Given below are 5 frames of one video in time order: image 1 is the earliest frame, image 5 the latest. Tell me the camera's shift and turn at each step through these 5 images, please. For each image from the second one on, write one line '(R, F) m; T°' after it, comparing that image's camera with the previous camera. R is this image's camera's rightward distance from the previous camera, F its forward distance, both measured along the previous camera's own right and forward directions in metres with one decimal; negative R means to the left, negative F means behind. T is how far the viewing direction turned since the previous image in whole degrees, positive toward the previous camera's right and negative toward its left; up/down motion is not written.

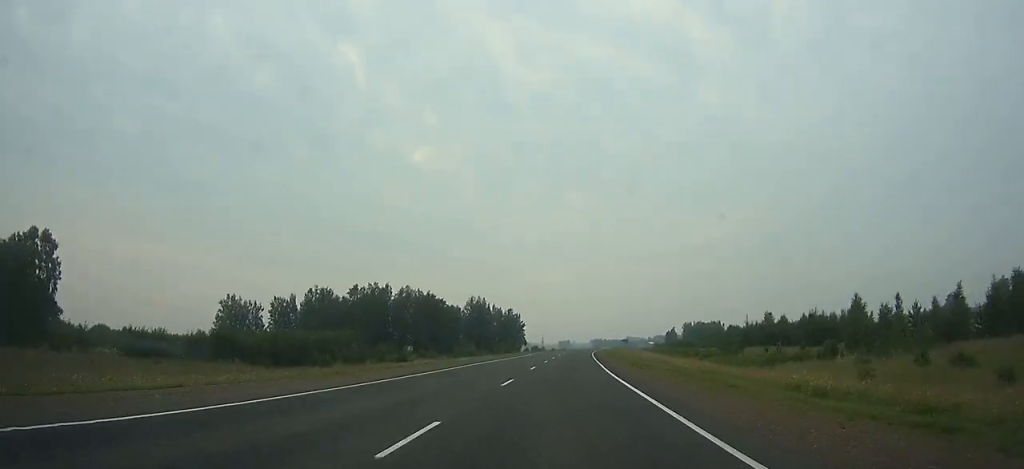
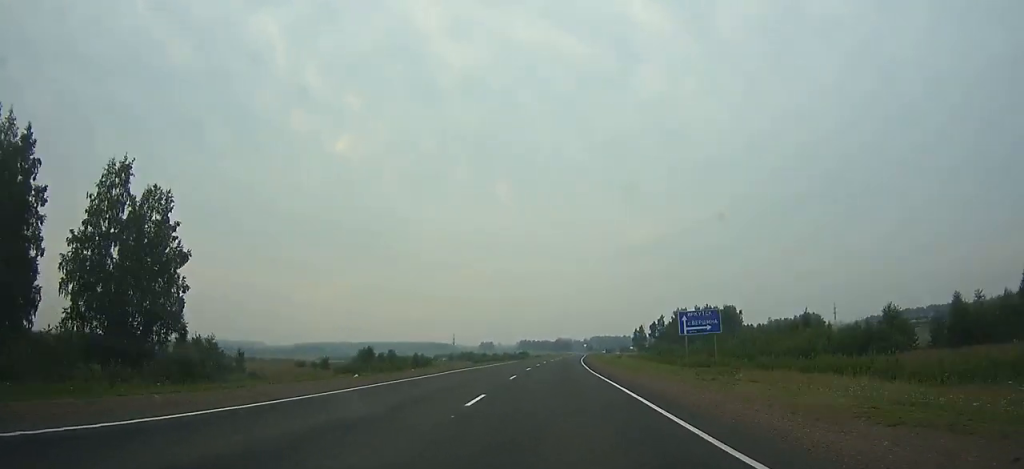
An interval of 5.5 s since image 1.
(+11.5, +167.9) m; +7°
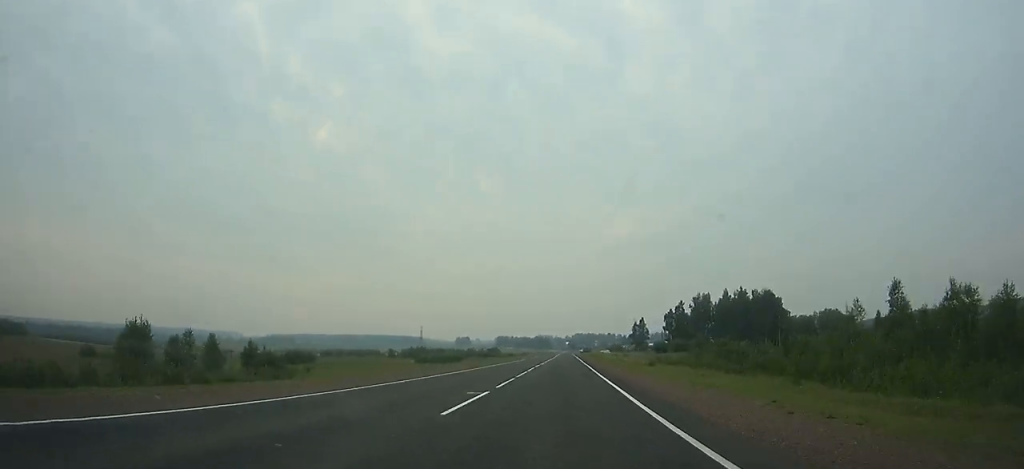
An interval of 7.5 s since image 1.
(+1.0, +58.4) m; +1°
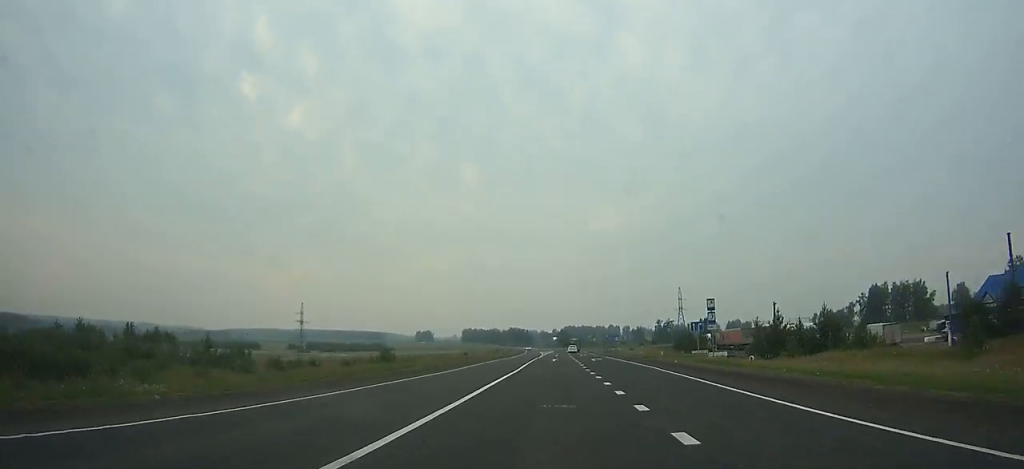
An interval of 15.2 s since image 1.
(+4.4, +218.6) m; +1°
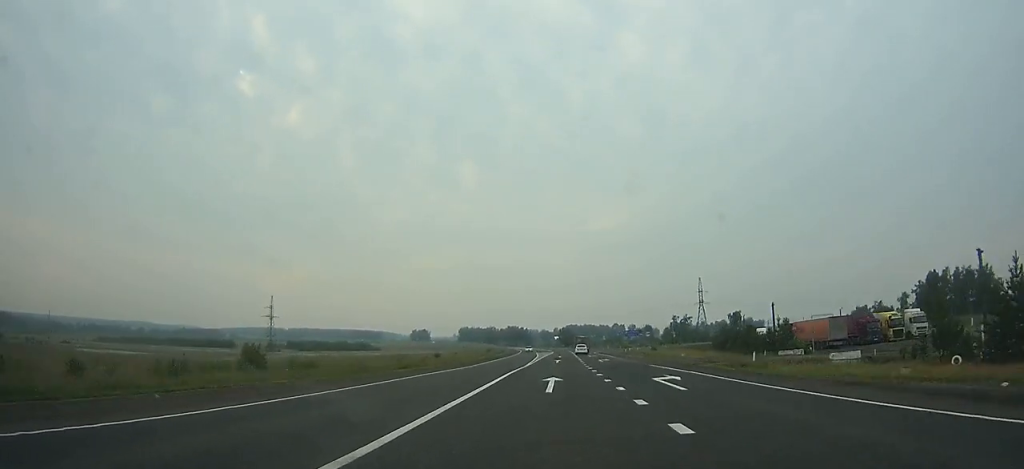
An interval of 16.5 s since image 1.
(0.0, +35.6) m; 0°
